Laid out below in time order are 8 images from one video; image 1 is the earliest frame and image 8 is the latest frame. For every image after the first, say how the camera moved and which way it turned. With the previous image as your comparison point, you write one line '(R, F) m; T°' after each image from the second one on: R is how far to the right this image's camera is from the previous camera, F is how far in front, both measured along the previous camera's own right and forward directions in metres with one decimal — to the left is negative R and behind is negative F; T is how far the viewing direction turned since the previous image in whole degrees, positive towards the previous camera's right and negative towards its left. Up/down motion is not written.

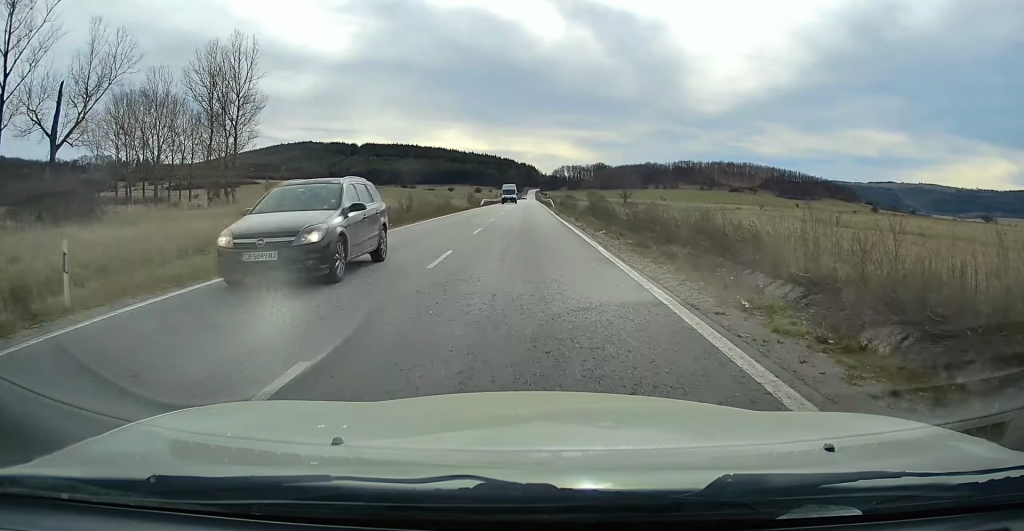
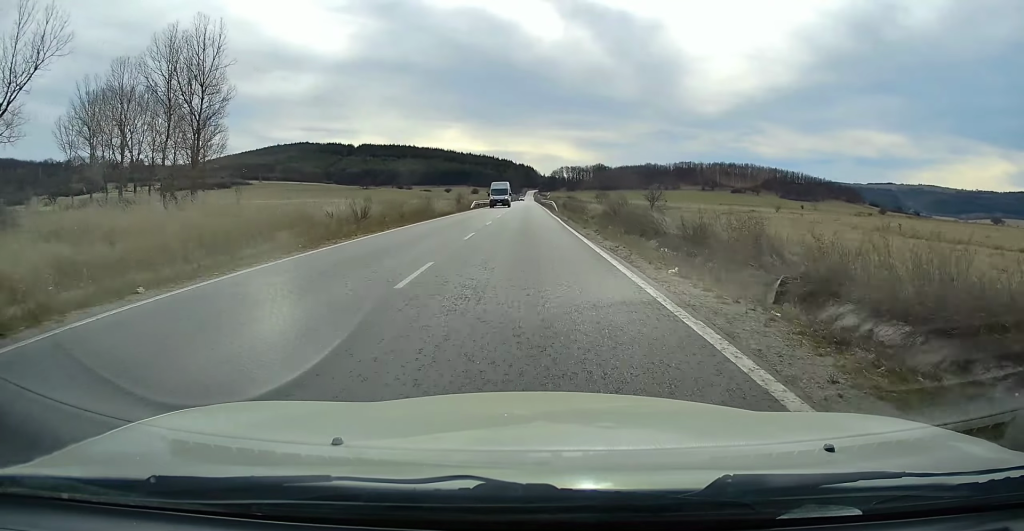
(0.0, +10.6) m; 0°
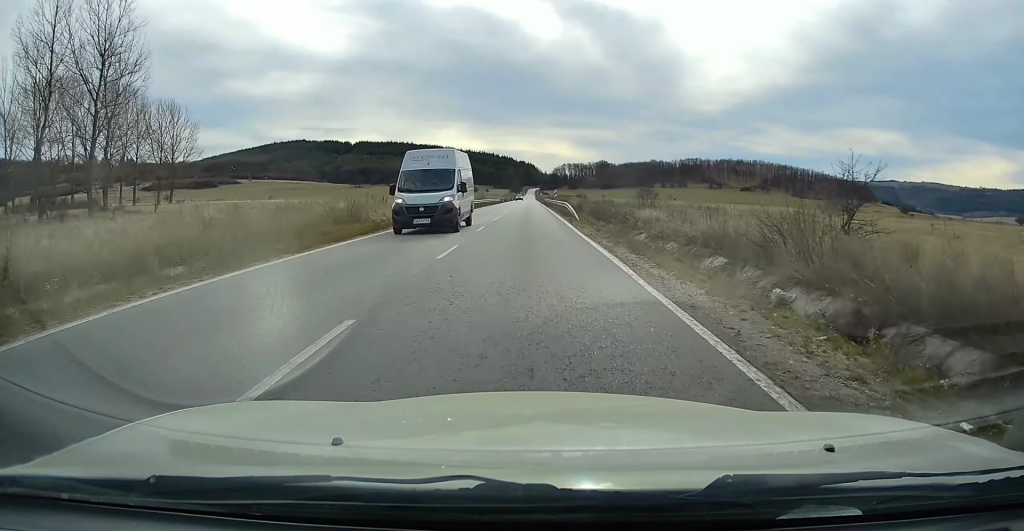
(+0.1, +22.5) m; 0°
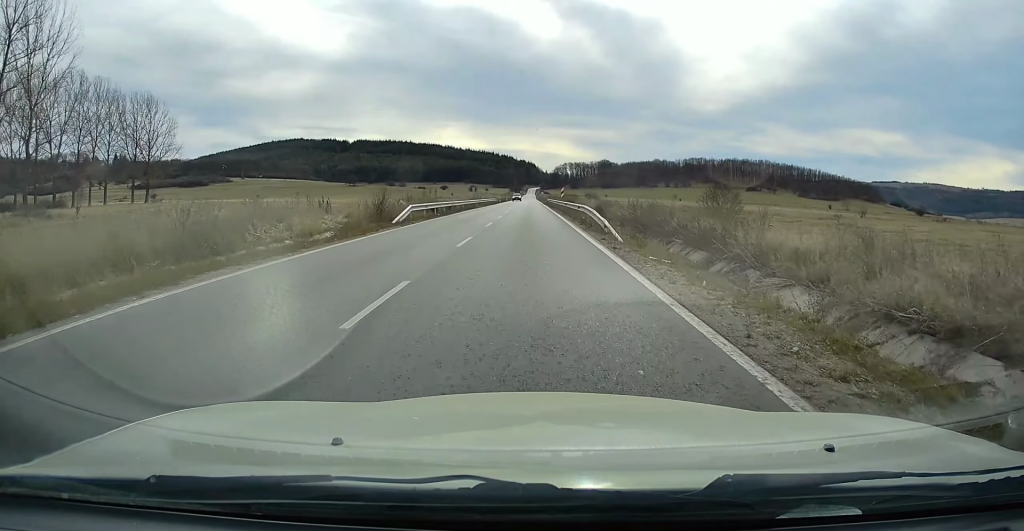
(-0.1, +14.8) m; 0°
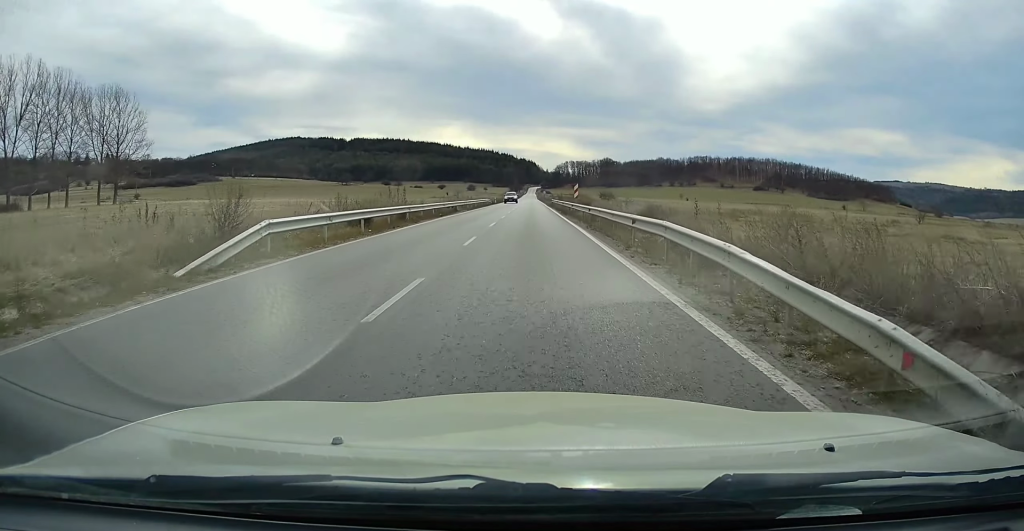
(0.0, +17.7) m; 0°
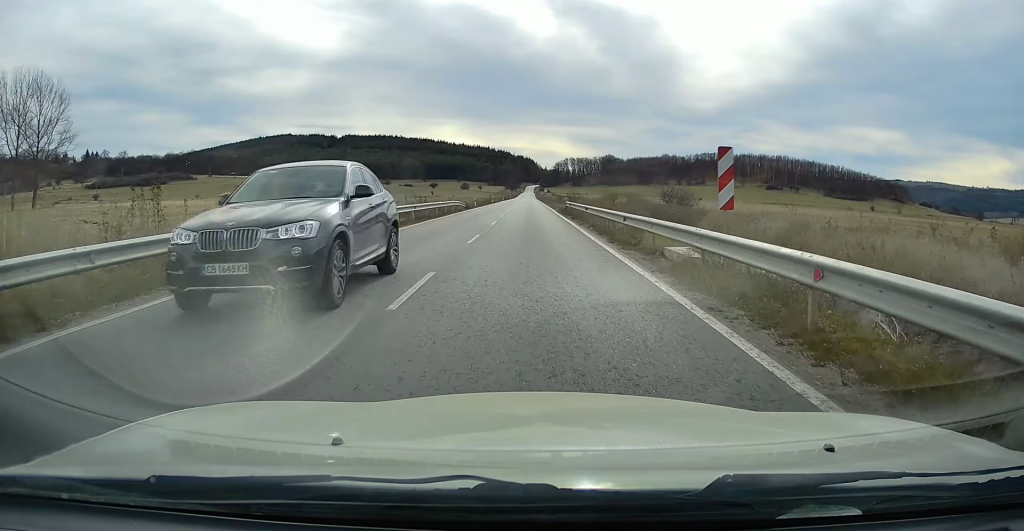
(+0.1, +34.6) m; 0°
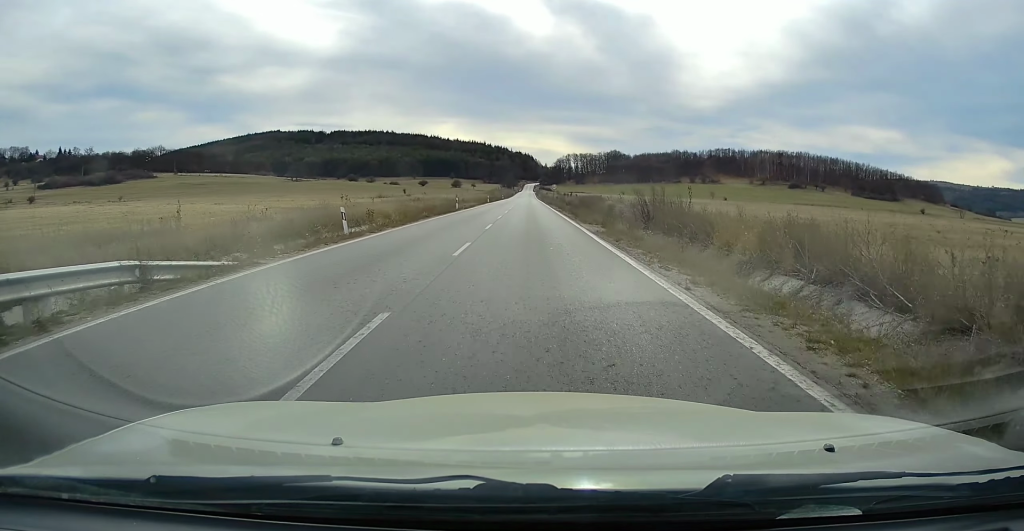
(+0.1, +47.1) m; 0°
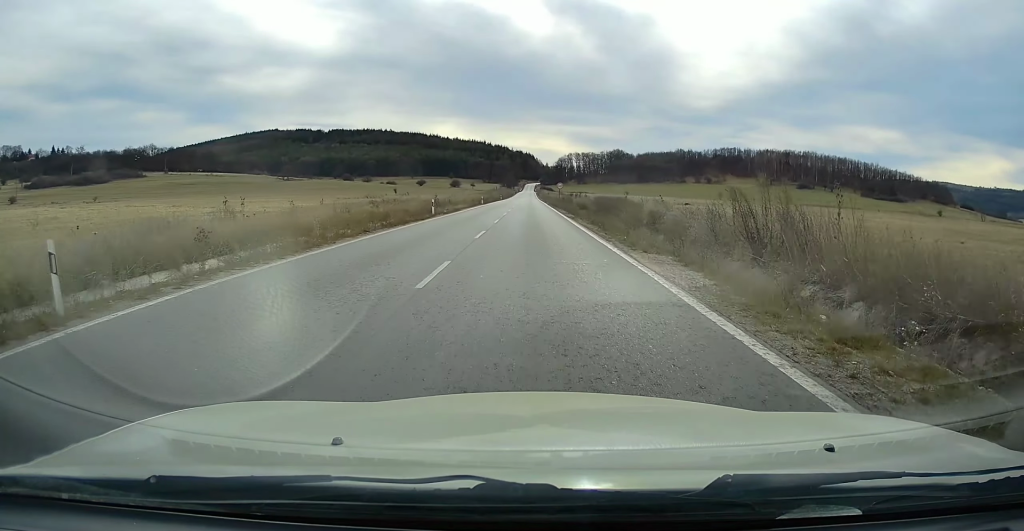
(0.0, +12.3) m; 0°
